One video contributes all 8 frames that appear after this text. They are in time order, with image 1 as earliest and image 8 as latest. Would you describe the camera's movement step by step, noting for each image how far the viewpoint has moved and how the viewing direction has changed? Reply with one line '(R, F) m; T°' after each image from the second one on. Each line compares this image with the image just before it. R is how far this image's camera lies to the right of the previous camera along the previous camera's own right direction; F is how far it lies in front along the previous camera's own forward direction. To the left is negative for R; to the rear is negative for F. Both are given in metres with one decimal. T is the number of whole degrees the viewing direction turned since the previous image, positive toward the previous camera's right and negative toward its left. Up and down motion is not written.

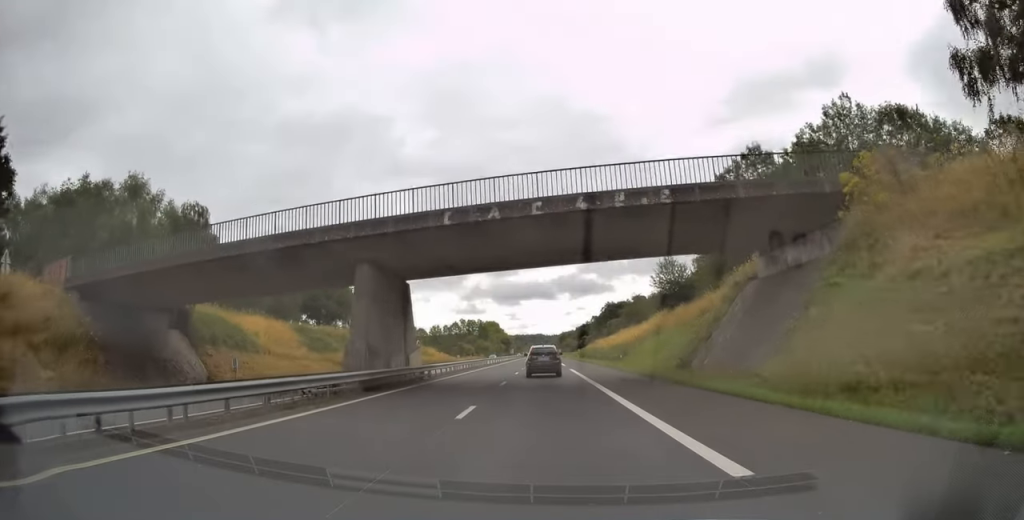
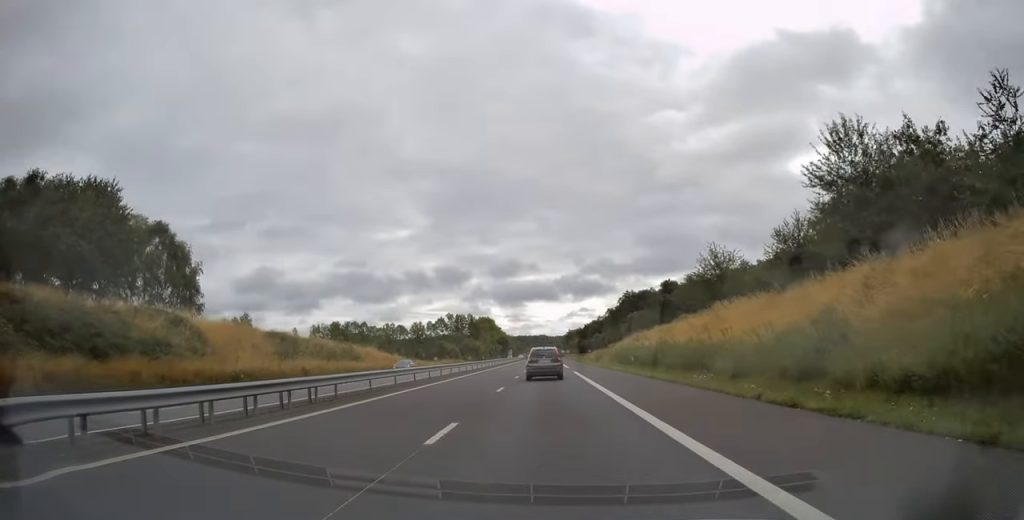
(+0.1, +53.9) m; 0°
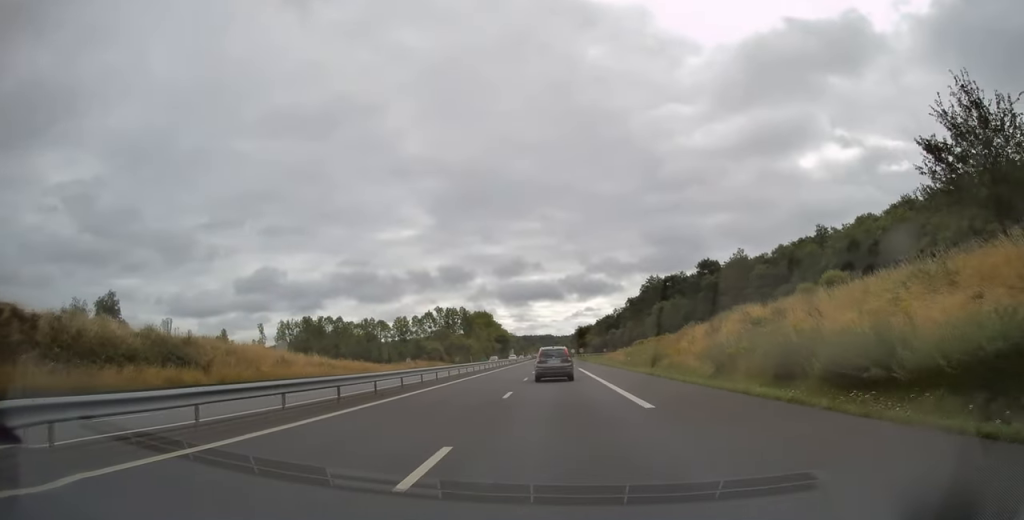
(0.0, +40.9) m; 0°
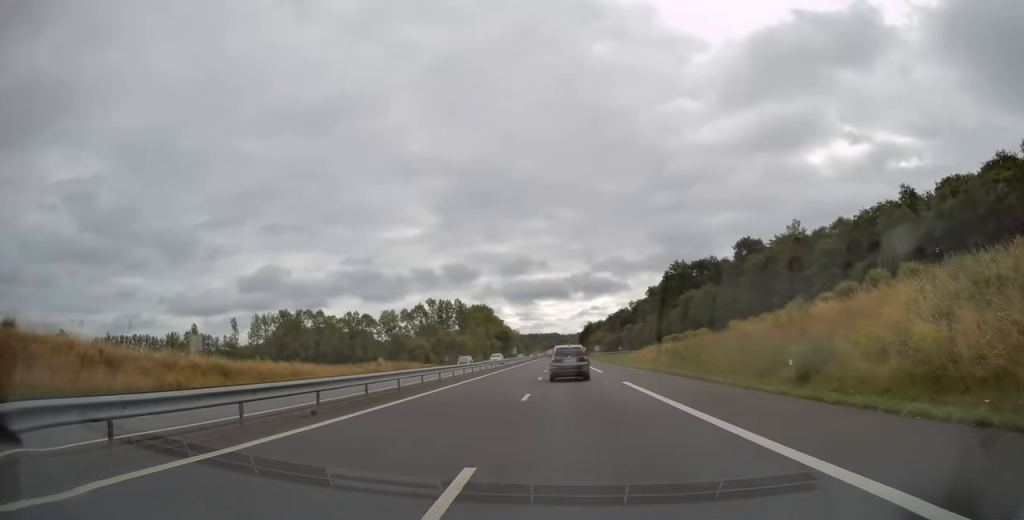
(-0.2, +27.2) m; 0°
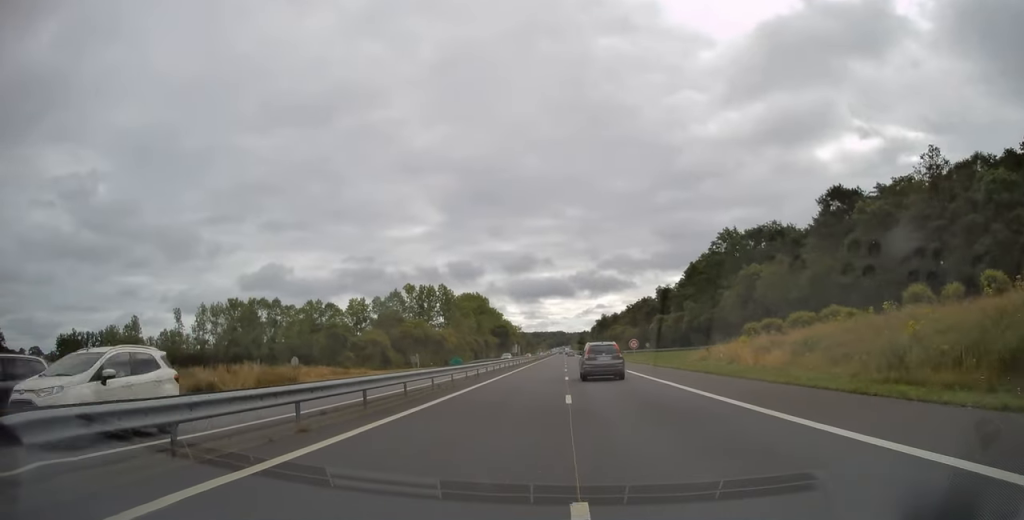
(+0.1, +39.9) m; 0°
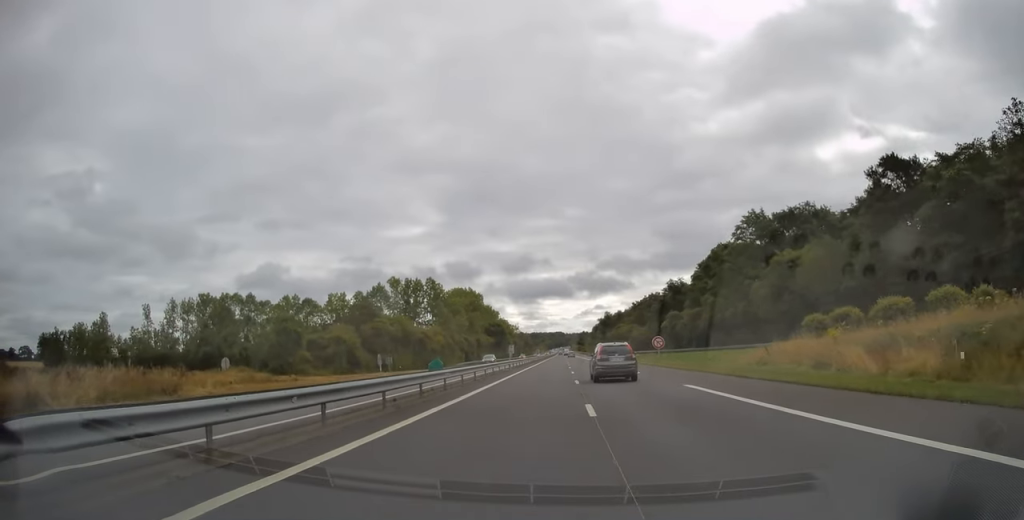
(+0.1, +15.7) m; 0°
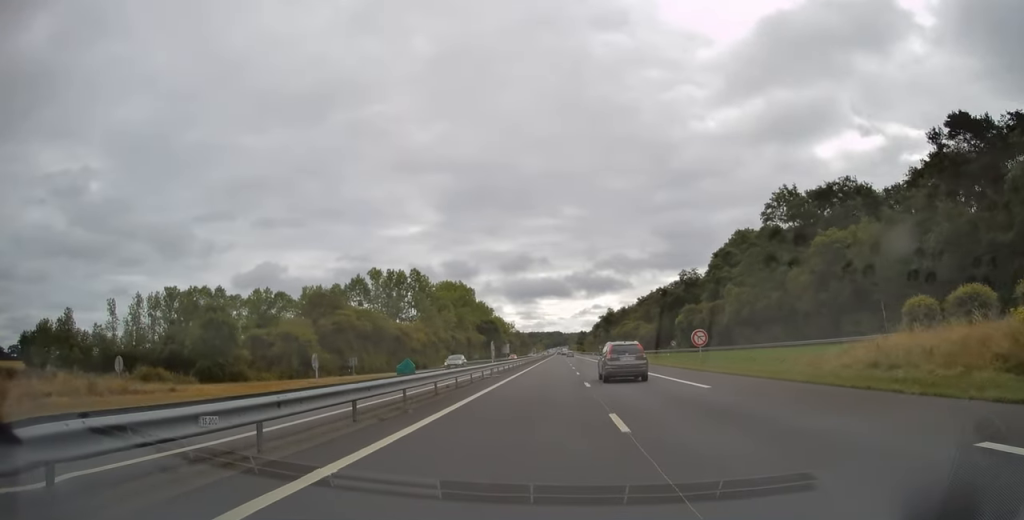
(-0.2, +15.3) m; 0°
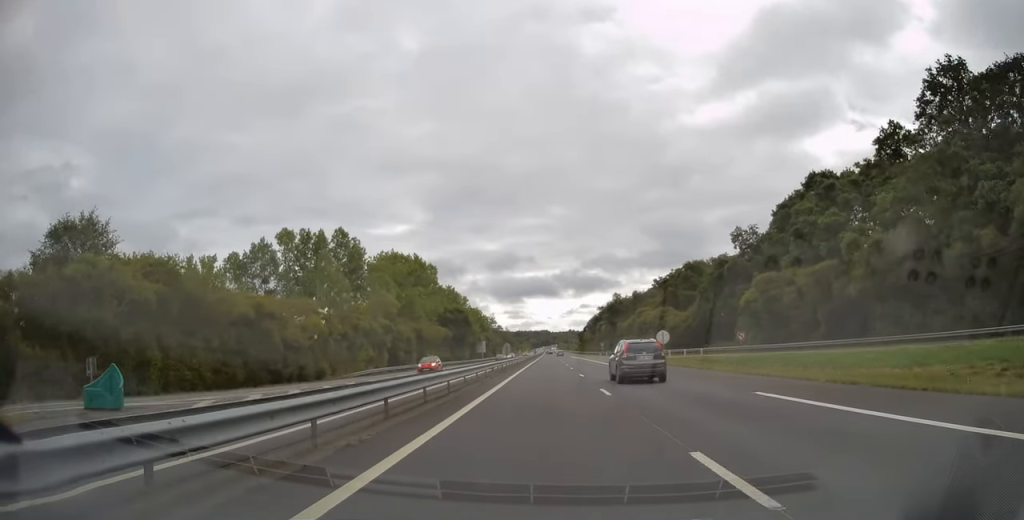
(-0.2, +43.1) m; +1°
